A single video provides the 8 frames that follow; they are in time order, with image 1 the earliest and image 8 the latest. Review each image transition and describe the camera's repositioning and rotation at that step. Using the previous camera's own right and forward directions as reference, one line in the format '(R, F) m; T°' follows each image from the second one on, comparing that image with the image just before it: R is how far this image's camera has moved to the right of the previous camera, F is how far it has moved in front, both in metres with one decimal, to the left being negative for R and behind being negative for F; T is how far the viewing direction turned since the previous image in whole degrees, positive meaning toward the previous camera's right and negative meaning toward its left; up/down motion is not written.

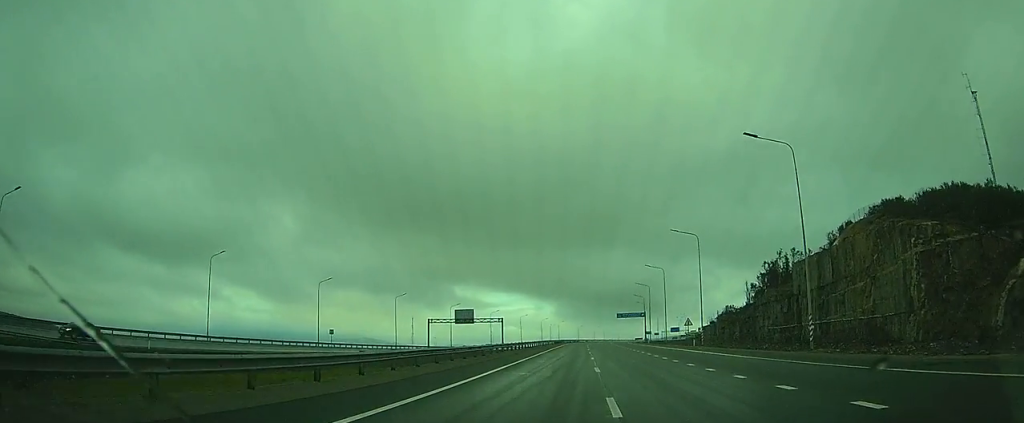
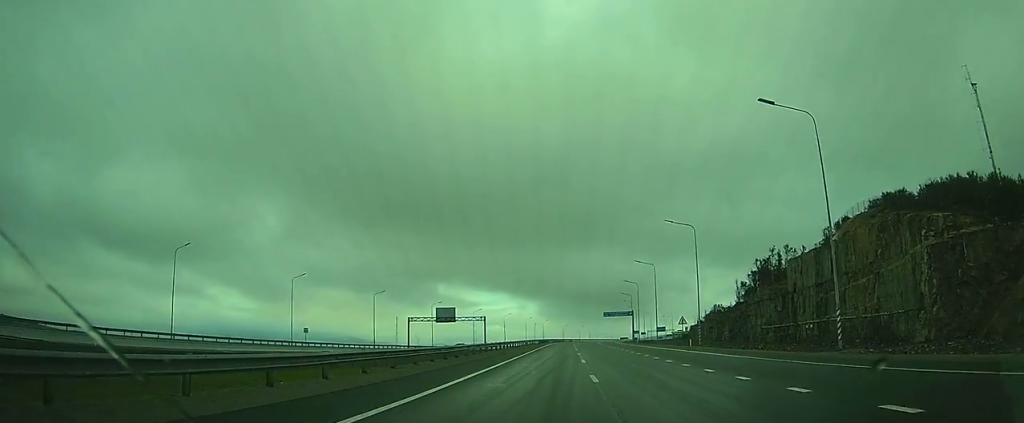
(-0.1, +5.1) m; +1°
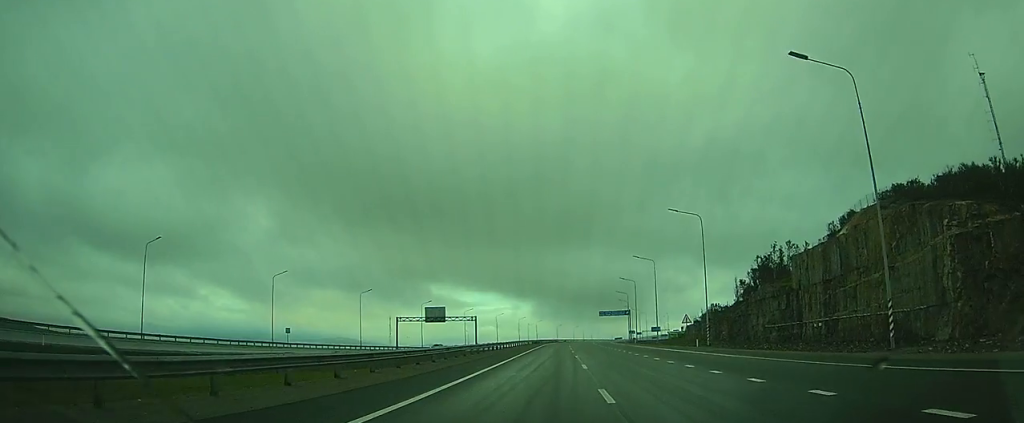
(-0.2, +5.1) m; +1°
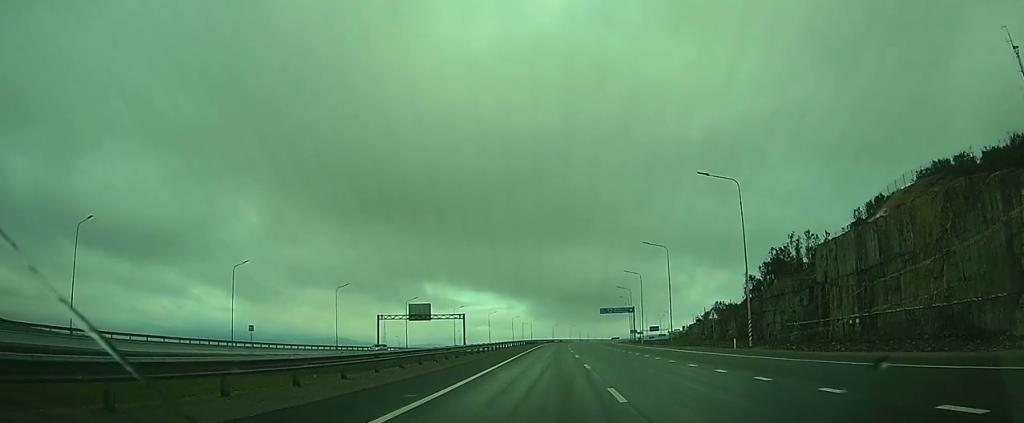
(+0.4, +12.0) m; +2°
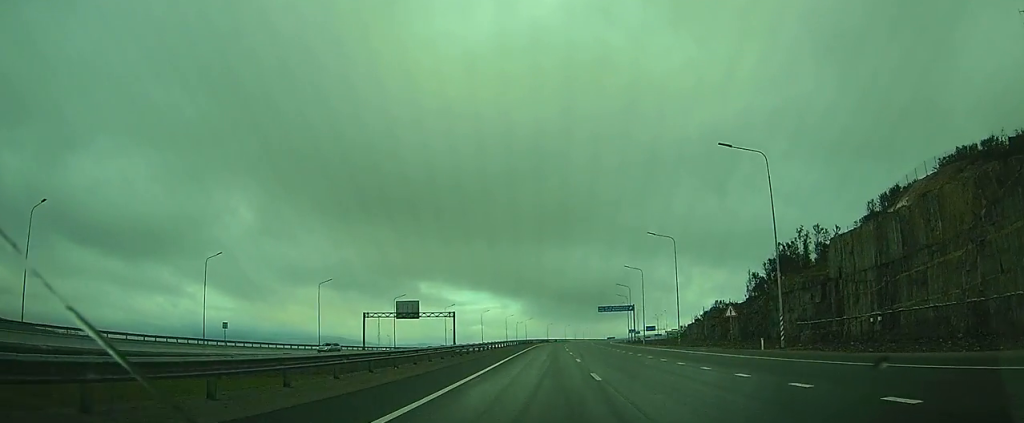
(+0.1, +6.5) m; +1°
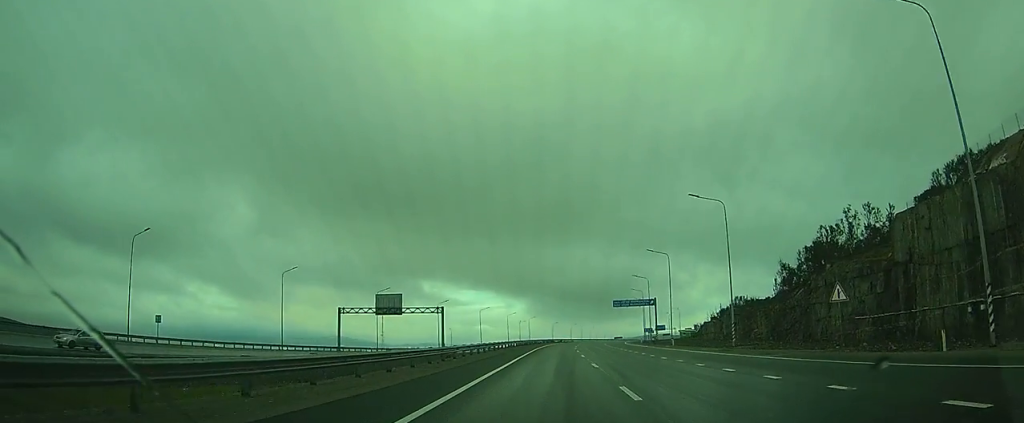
(0.0, +17.5) m; 0°
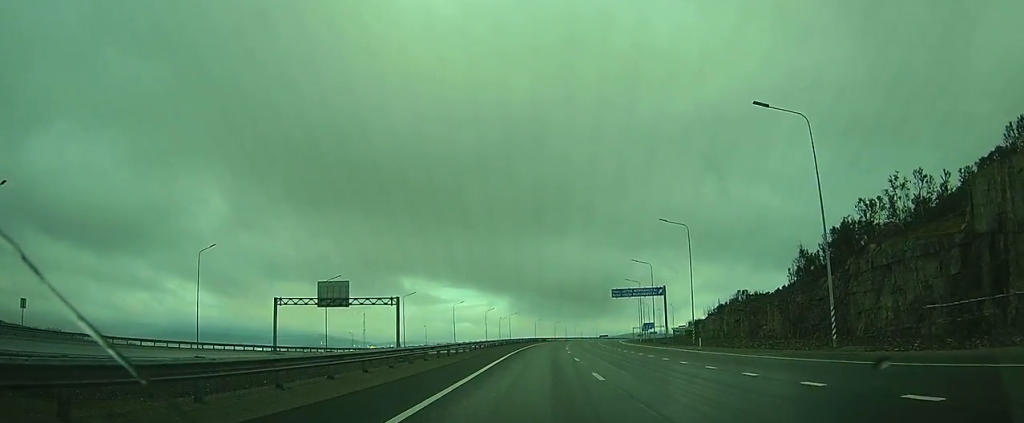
(0.0, +20.2) m; 0°
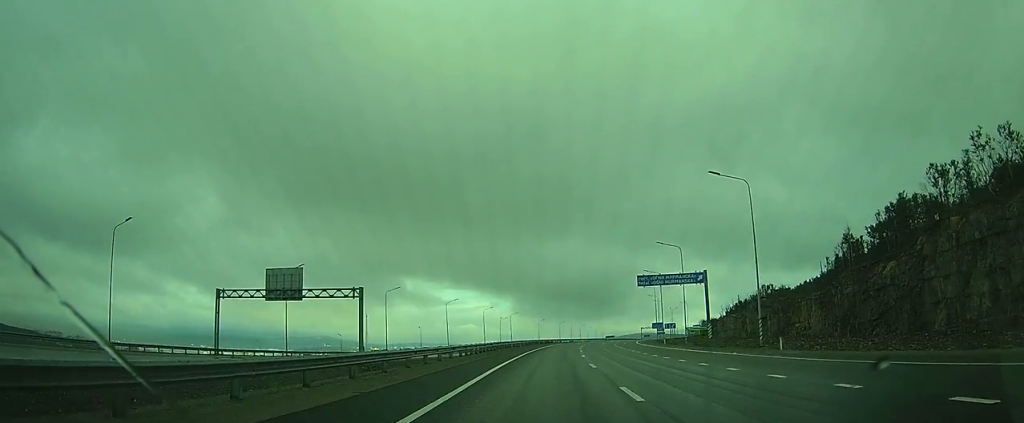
(0.0, +19.2) m; 0°
